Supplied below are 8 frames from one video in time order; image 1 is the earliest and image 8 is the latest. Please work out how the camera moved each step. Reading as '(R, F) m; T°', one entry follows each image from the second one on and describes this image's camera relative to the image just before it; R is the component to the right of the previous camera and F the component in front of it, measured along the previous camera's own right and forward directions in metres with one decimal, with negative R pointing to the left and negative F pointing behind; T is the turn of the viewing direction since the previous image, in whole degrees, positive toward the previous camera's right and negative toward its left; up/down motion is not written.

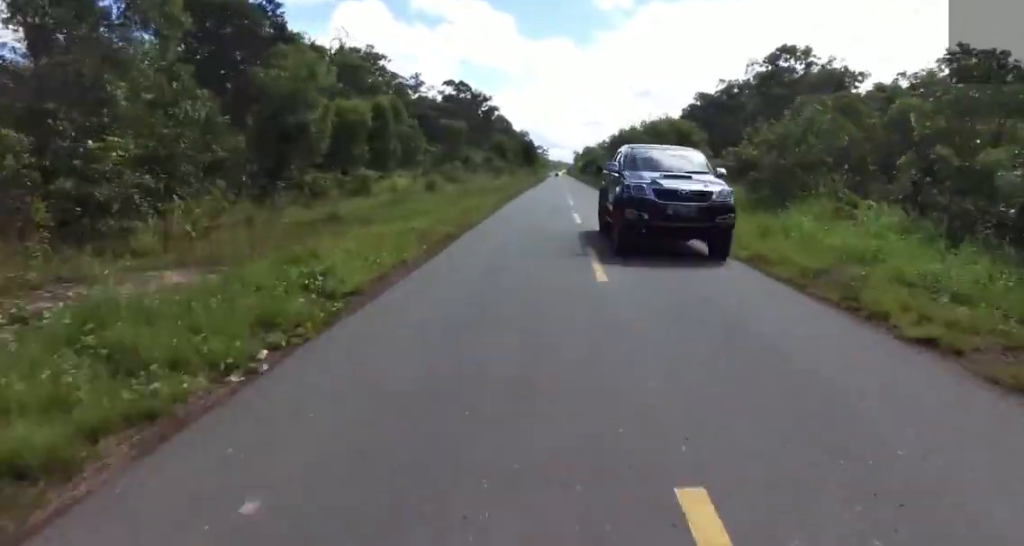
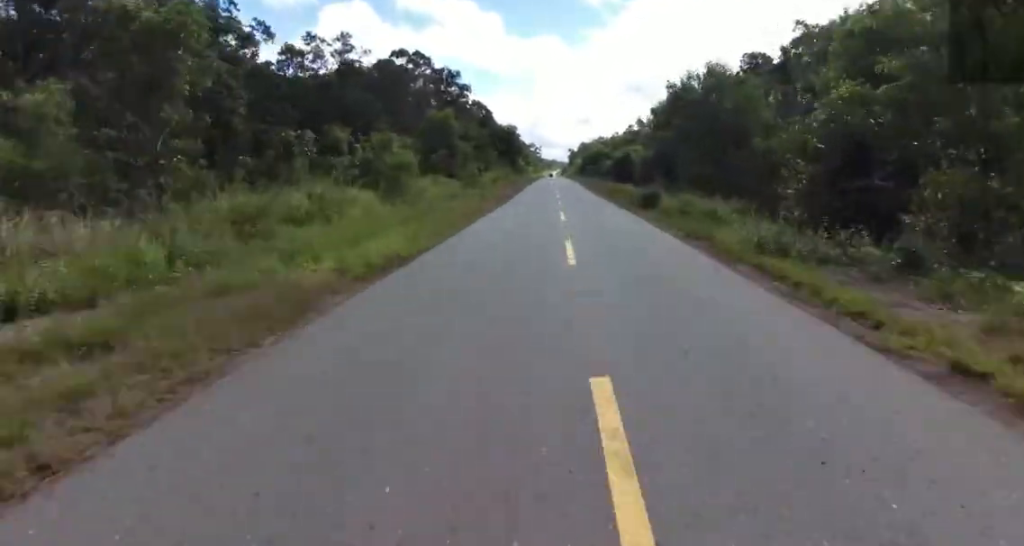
(-0.4, +41.9) m; +2°
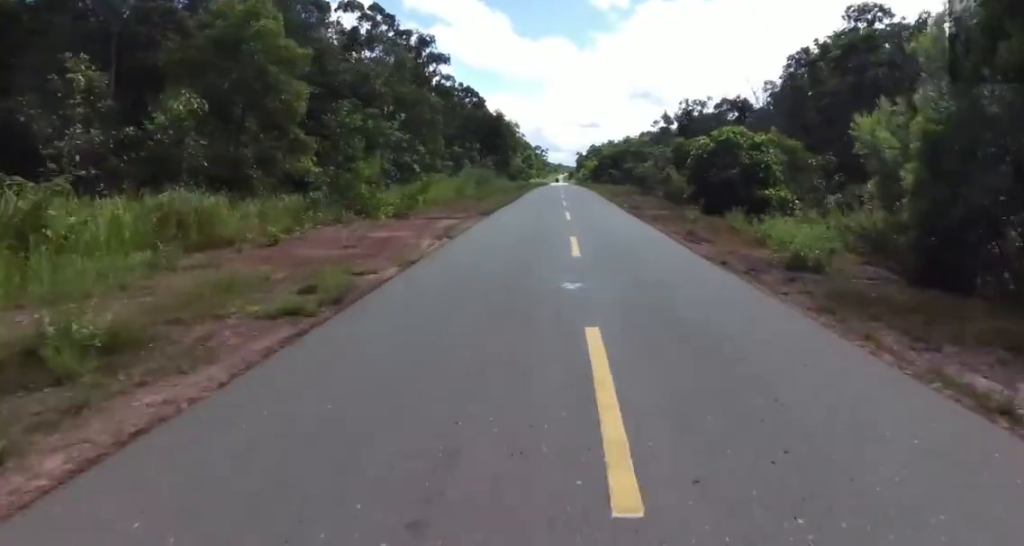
(+0.8, +32.1) m; 0°
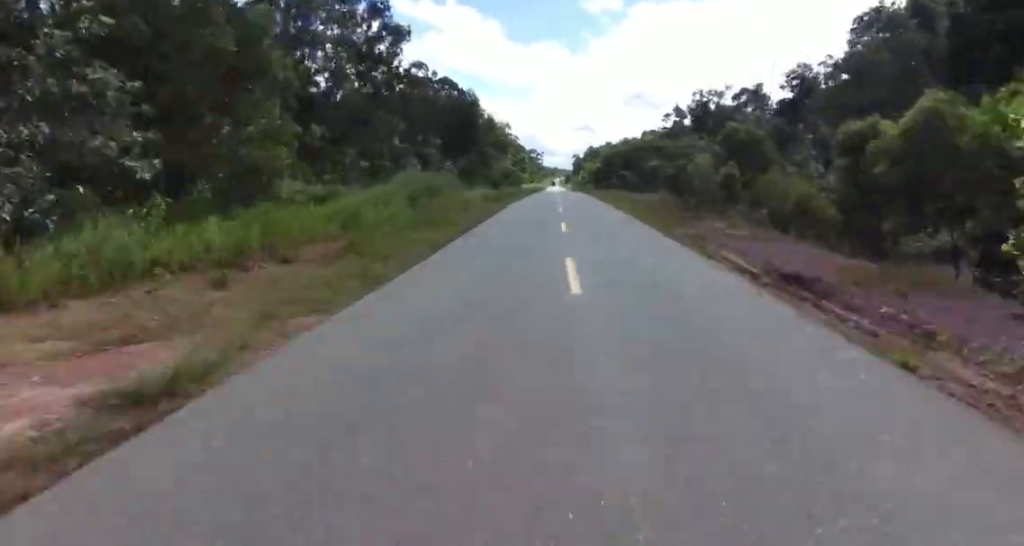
(-1.0, +21.5) m; 0°
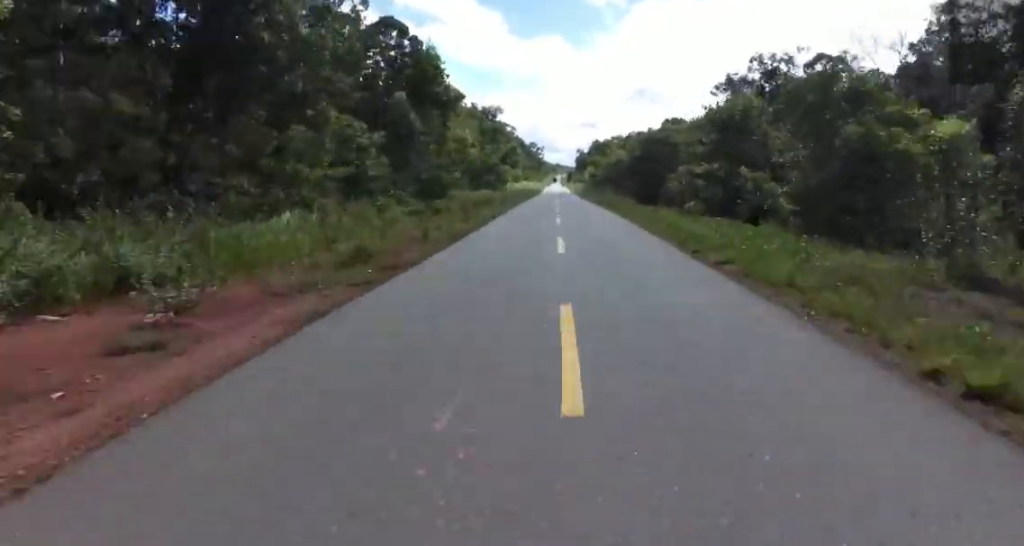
(+0.9, +37.1) m; 0°
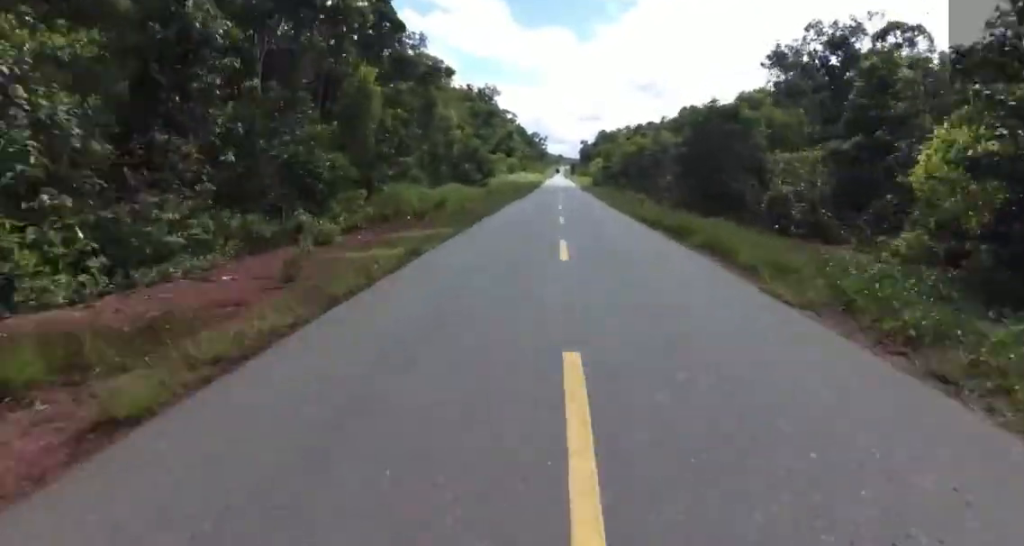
(-0.8, +20.3) m; -1°
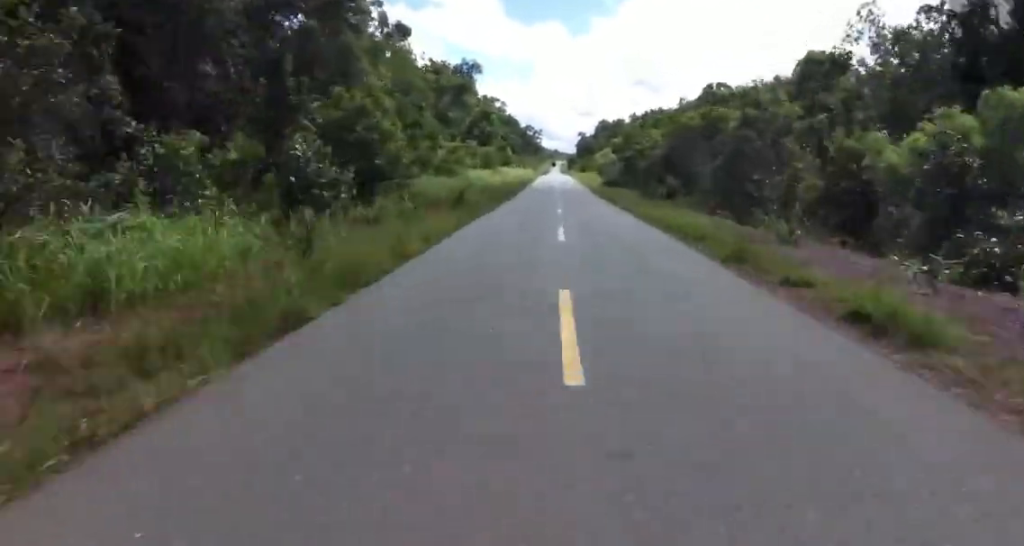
(+0.6, +30.4) m; +1°
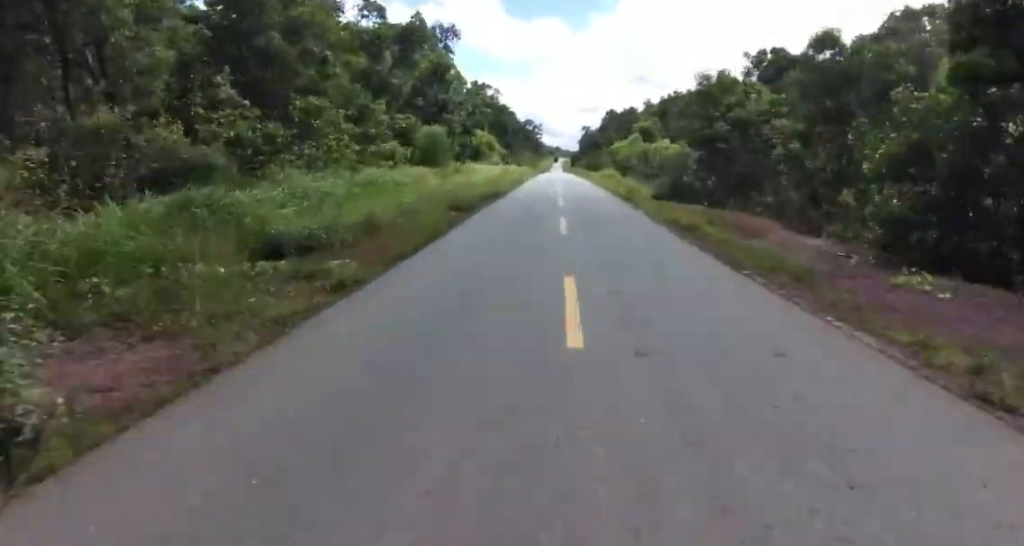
(-0.1, +33.8) m; -1°
